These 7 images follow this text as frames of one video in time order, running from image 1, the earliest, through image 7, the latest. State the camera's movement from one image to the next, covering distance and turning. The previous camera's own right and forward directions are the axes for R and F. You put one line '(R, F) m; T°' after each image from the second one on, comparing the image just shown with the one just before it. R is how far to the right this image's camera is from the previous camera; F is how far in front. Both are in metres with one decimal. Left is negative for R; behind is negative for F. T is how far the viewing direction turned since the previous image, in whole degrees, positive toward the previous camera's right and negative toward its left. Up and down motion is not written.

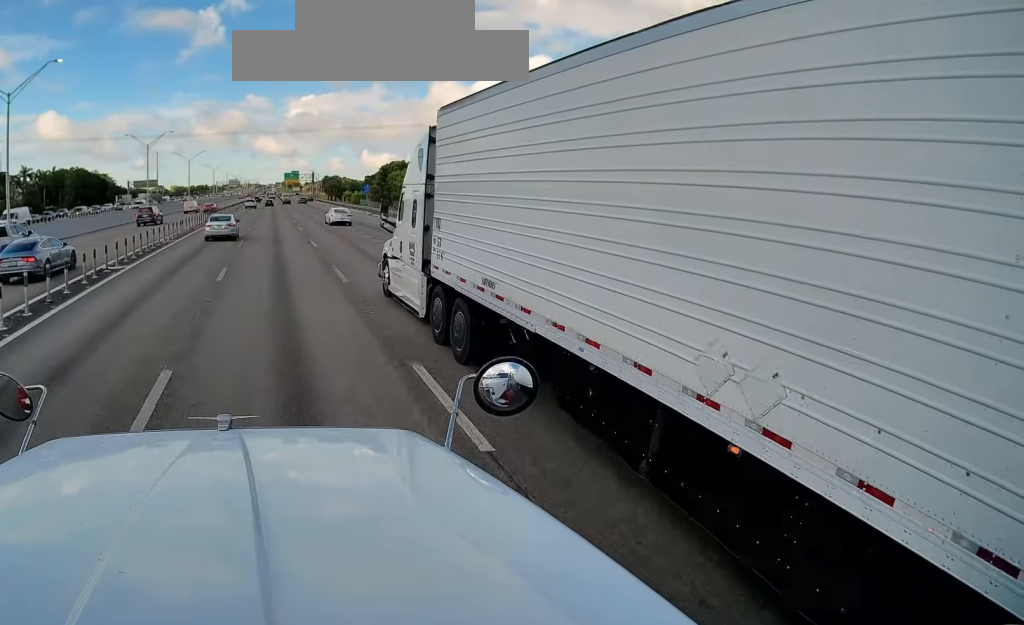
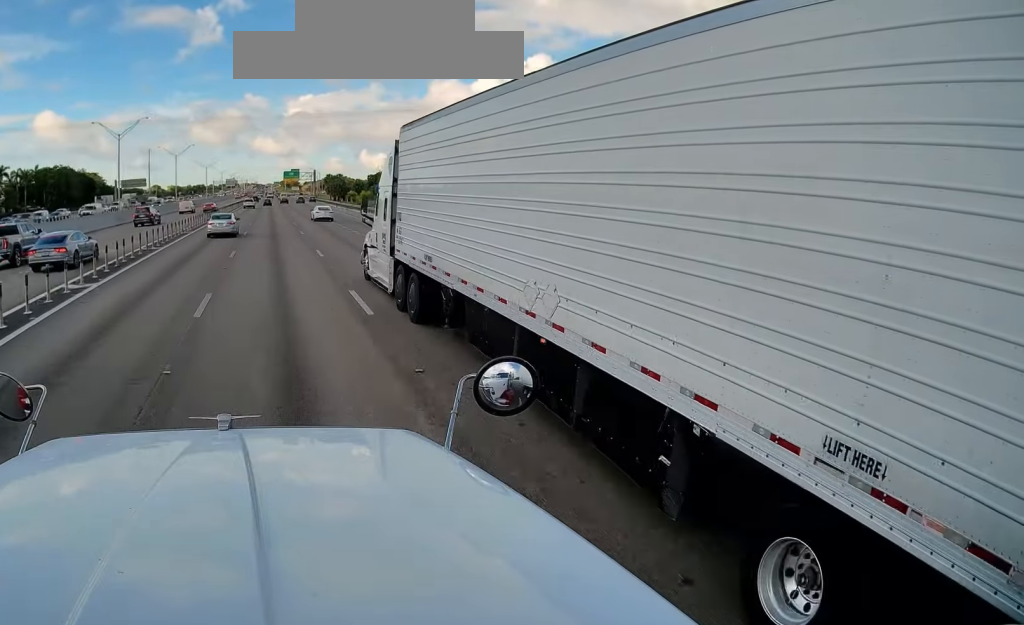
(-0.1, +16.8) m; 0°
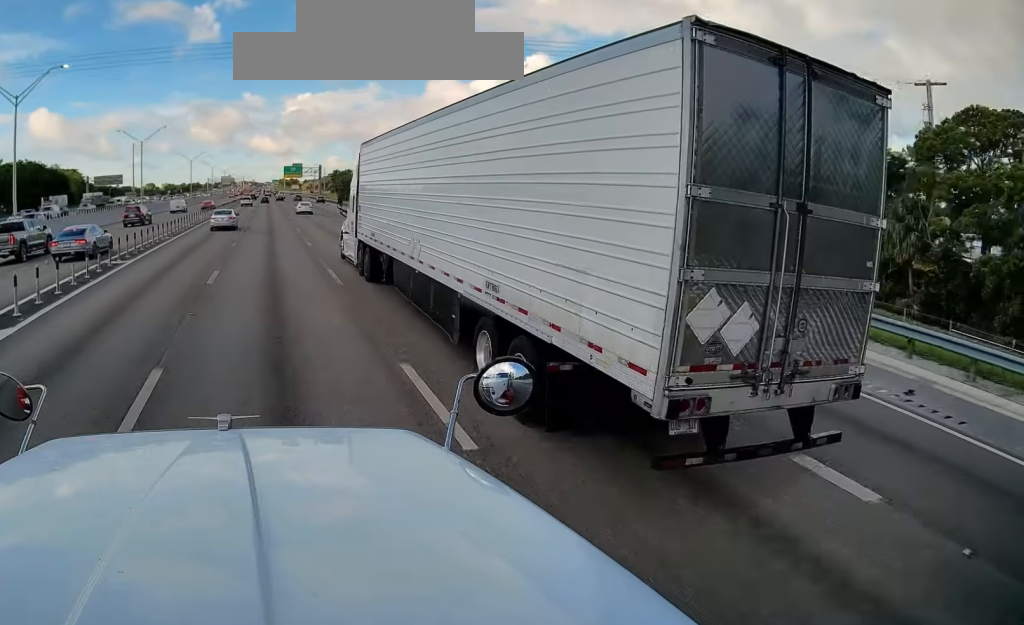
(+0.1, +31.6) m; 0°
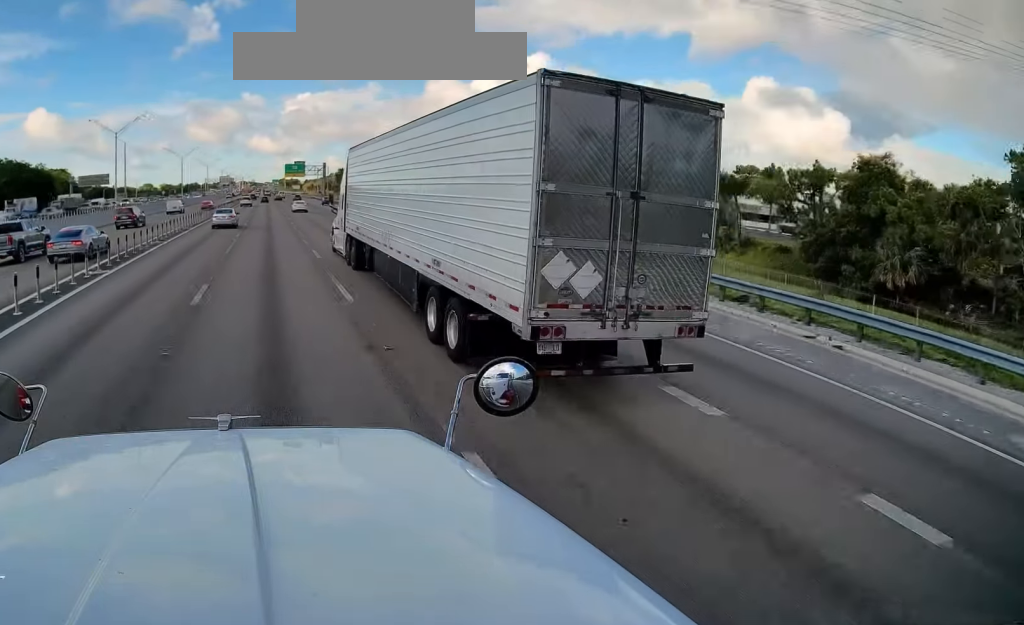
(-0.1, +15.5) m; 0°
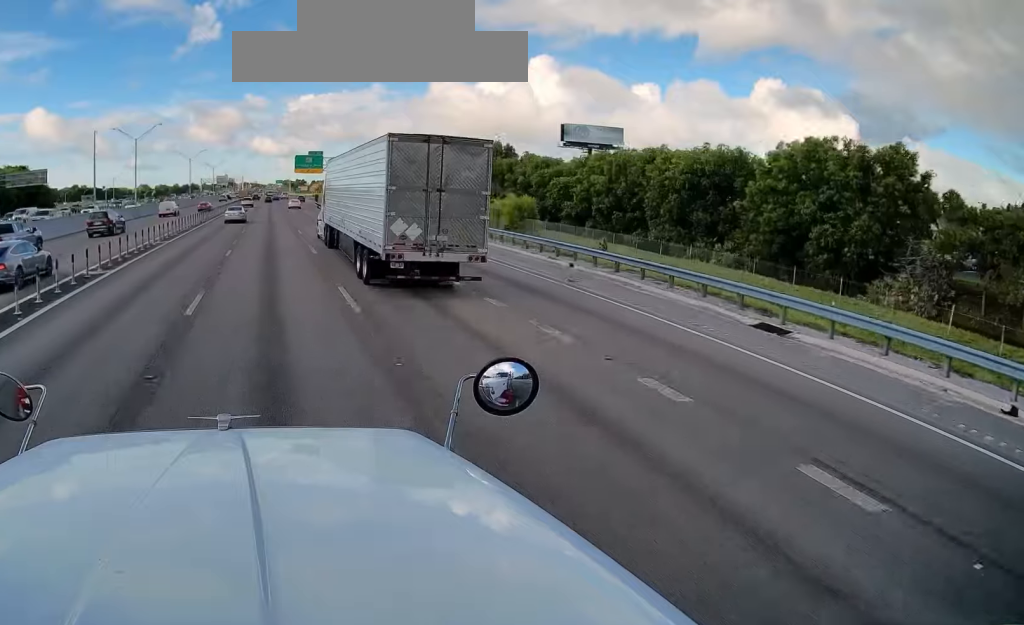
(-0.4, +50.5) m; -2°
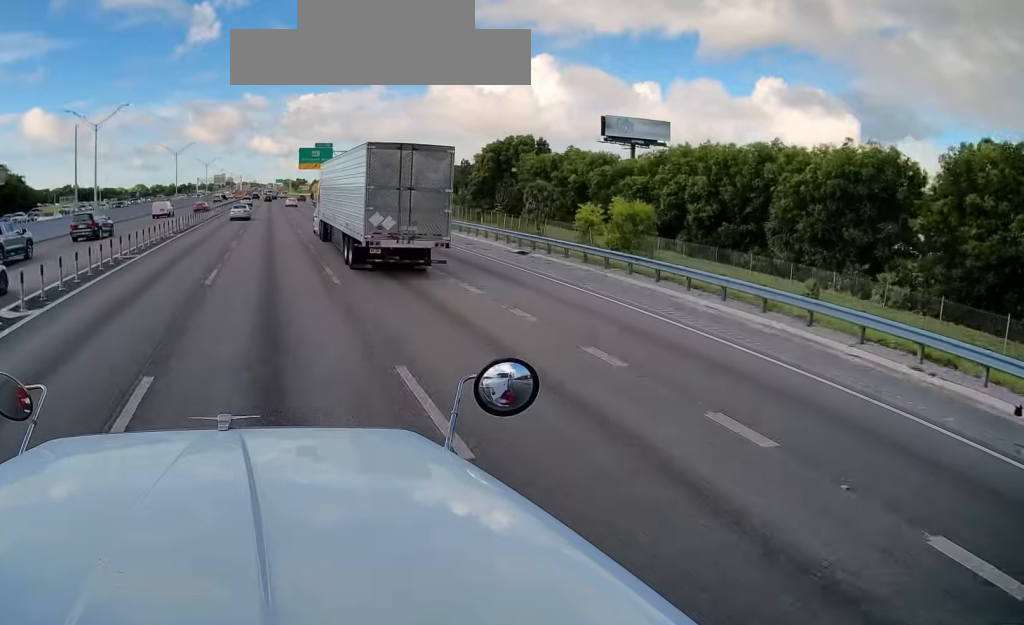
(-0.1, +20.2) m; +1°
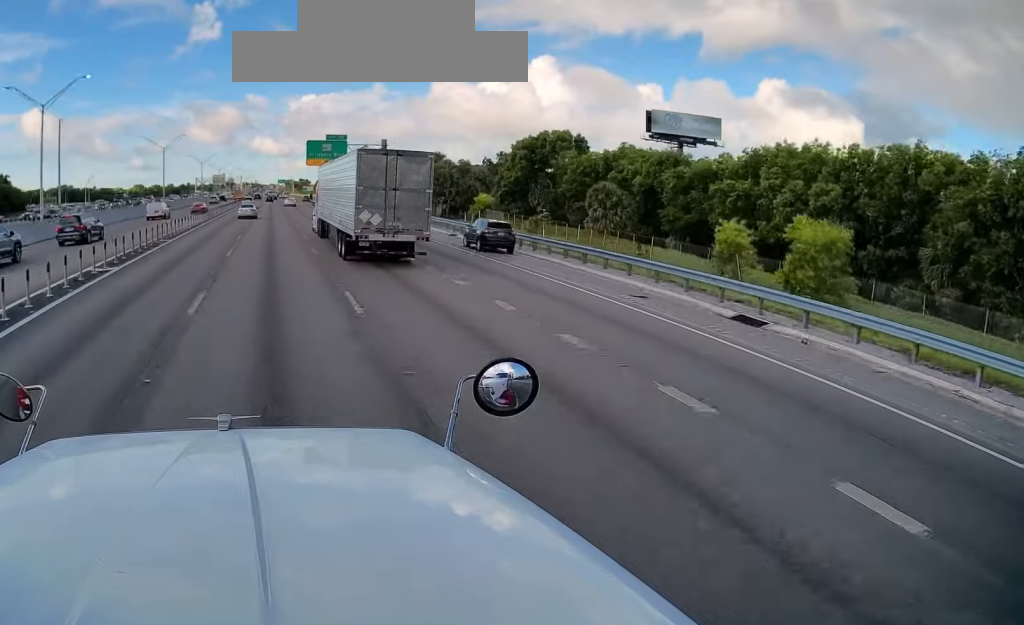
(+0.5, +17.1) m; +1°
